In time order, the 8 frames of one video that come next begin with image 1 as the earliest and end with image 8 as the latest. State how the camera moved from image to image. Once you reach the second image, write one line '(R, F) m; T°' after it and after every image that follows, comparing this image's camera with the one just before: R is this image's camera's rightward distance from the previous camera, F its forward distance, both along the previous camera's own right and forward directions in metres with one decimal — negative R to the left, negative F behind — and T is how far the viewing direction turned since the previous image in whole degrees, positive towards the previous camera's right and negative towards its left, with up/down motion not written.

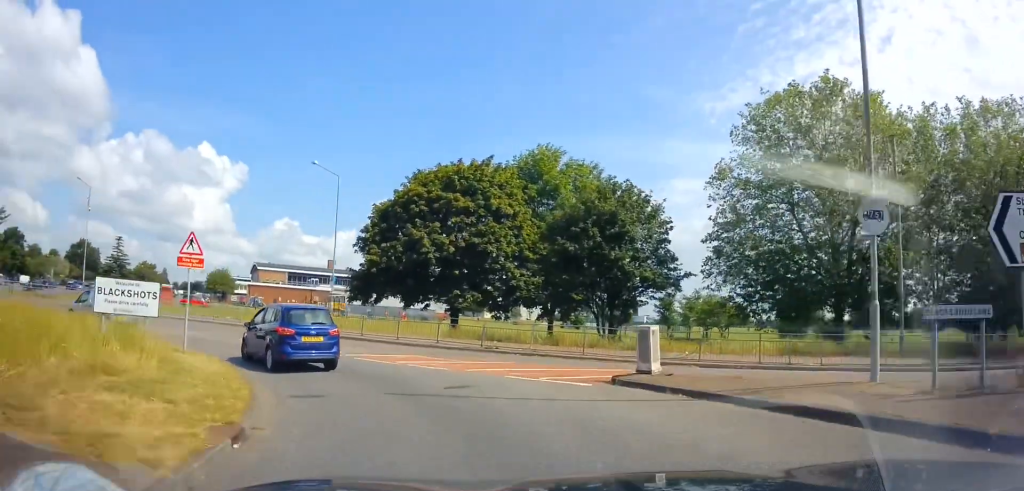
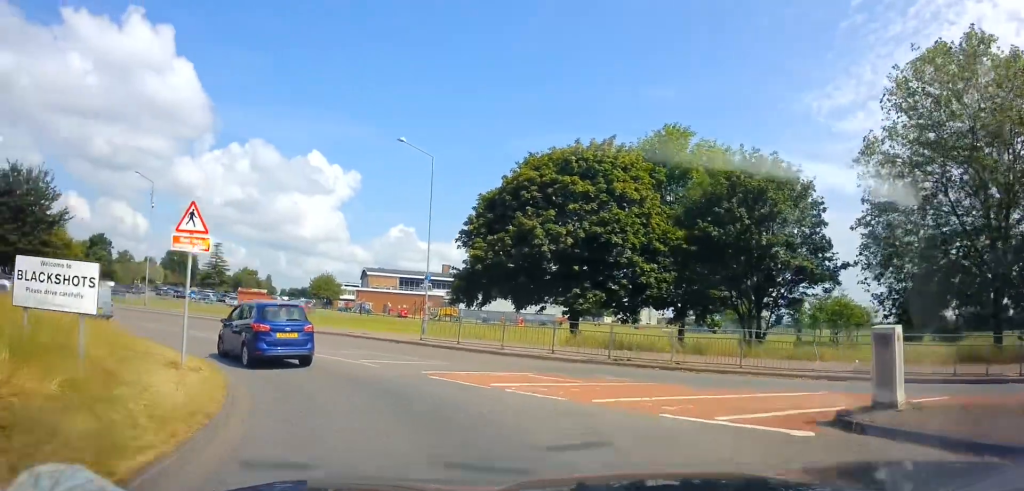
(-0.5, +4.7) m; -12°
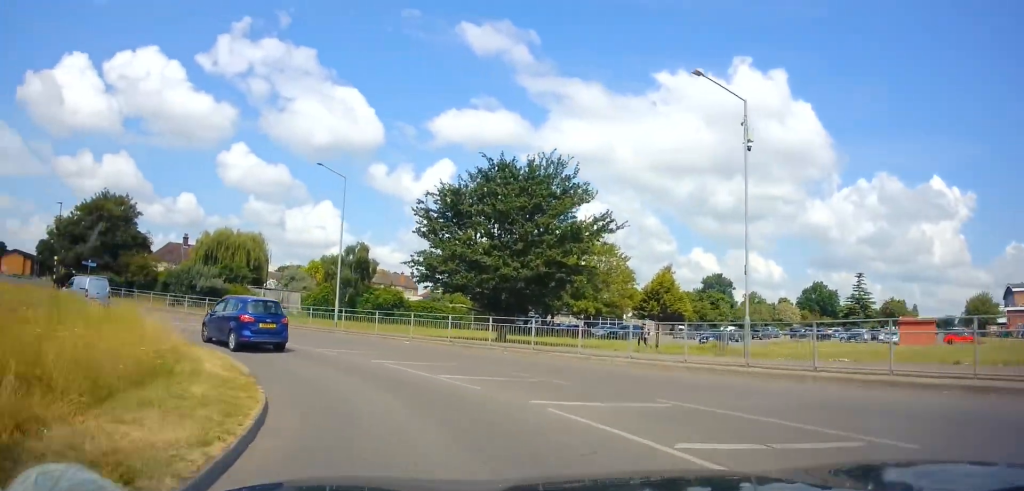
(-10.9, +17.4) m; -65°
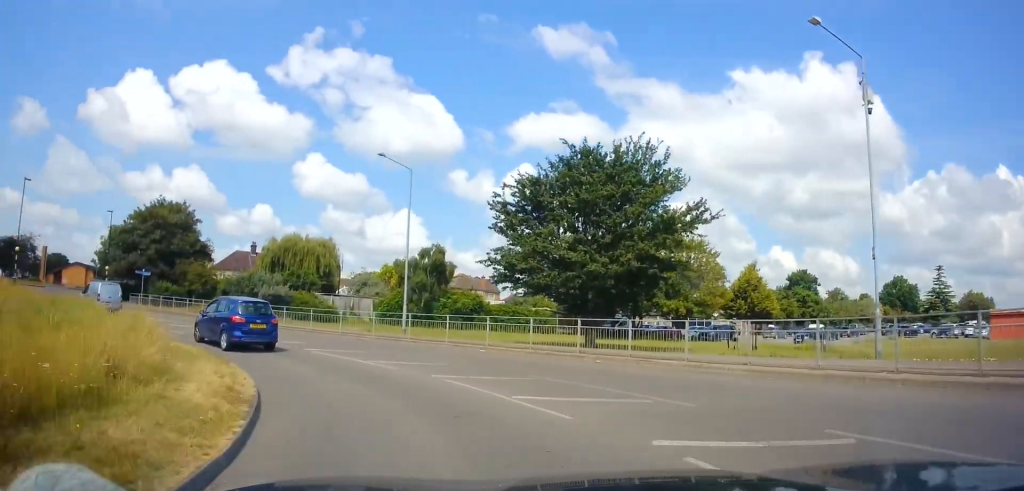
(-0.4, +2.8) m; -9°
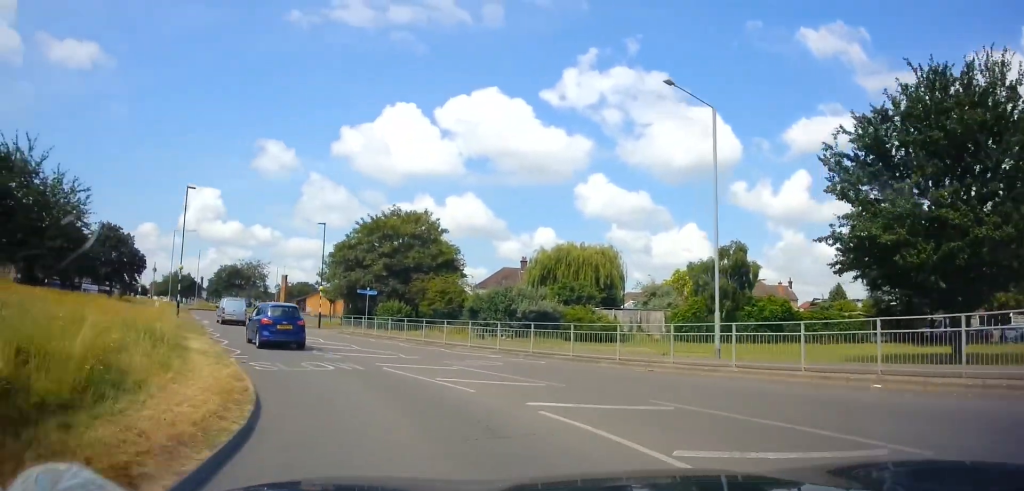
(-2.6, +8.9) m; -29°
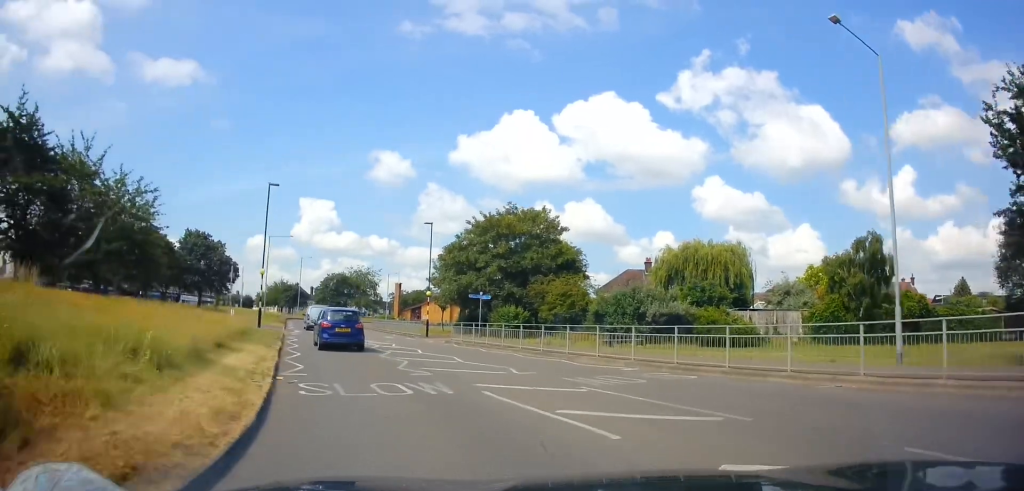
(0.0, +4.0) m; -11°
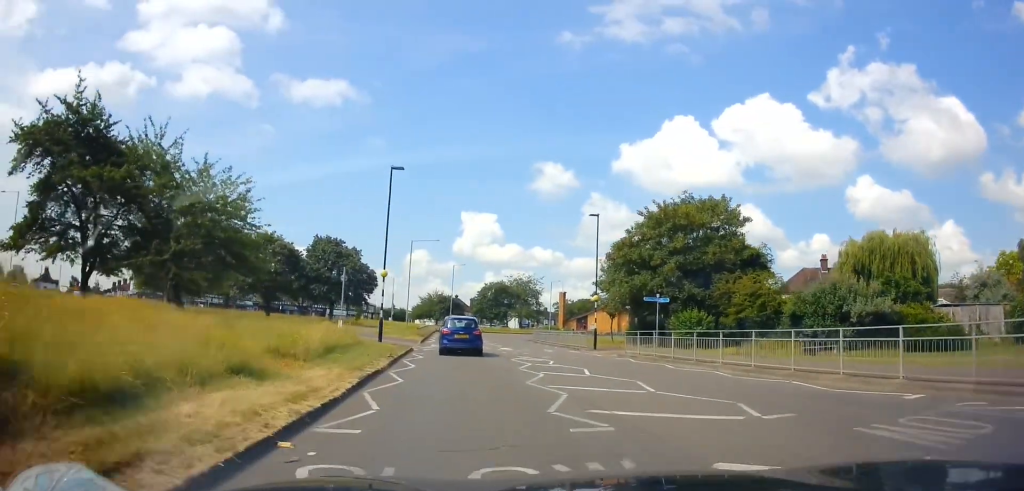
(-1.2, +5.8) m; -14°
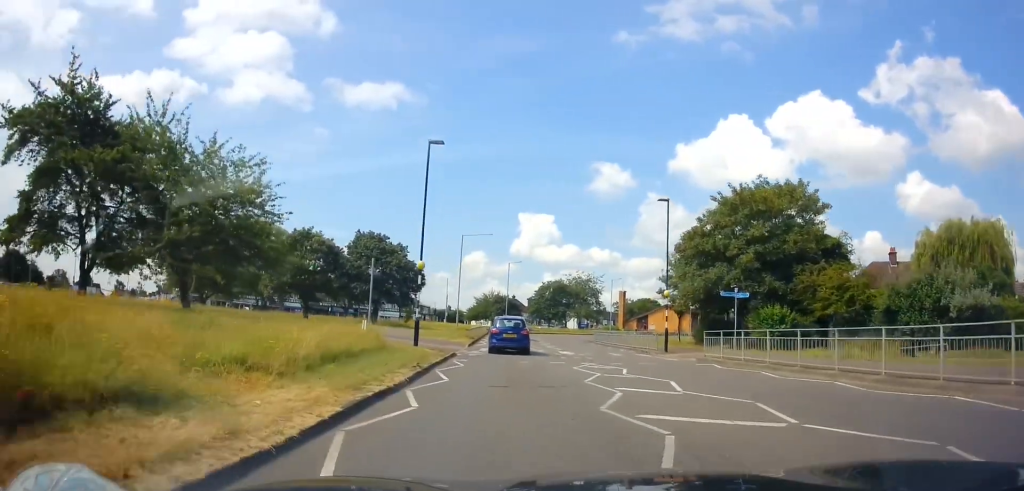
(-0.3, +4.0) m; -5°
